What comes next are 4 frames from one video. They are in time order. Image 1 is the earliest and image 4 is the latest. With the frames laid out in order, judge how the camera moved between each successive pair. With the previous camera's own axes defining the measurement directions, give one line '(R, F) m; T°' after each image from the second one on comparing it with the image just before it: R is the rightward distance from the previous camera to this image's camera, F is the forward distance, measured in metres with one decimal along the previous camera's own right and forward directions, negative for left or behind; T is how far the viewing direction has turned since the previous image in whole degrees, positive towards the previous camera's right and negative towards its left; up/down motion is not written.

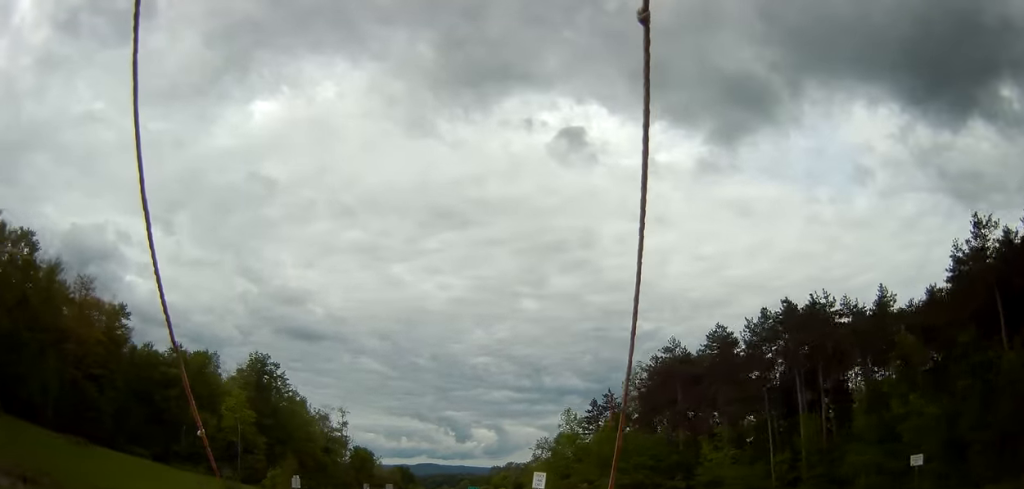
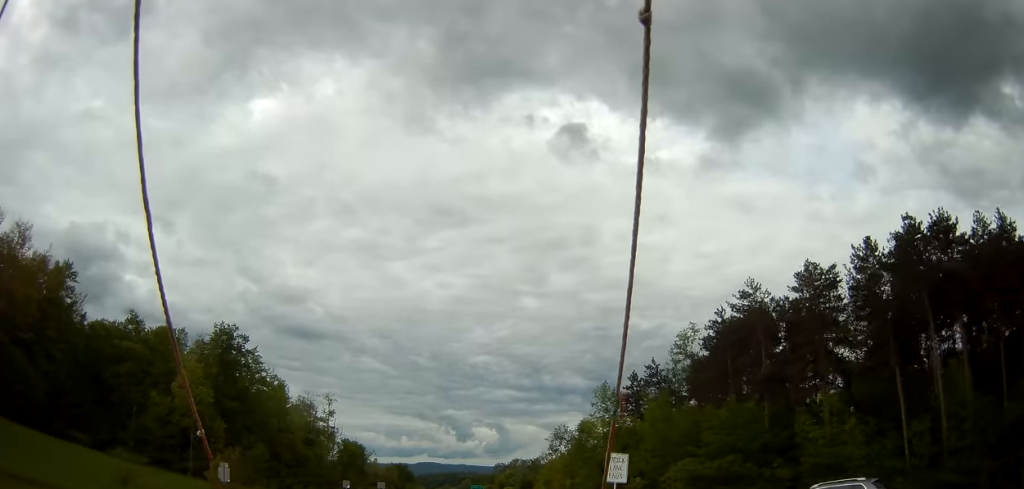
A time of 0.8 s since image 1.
(0.0, +20.1) m; 0°
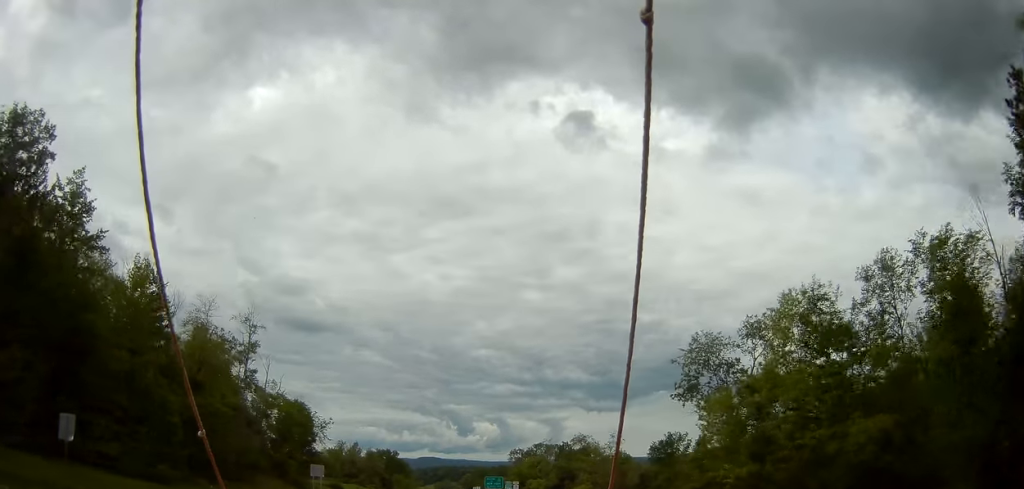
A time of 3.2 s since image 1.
(+0.2, +60.8) m; 0°
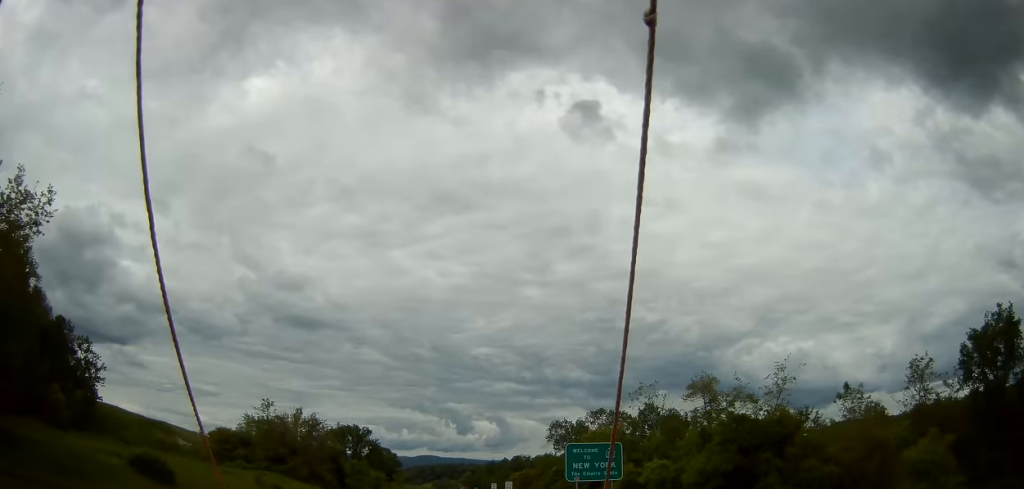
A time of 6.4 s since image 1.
(-0.7, +79.4) m; 0°
